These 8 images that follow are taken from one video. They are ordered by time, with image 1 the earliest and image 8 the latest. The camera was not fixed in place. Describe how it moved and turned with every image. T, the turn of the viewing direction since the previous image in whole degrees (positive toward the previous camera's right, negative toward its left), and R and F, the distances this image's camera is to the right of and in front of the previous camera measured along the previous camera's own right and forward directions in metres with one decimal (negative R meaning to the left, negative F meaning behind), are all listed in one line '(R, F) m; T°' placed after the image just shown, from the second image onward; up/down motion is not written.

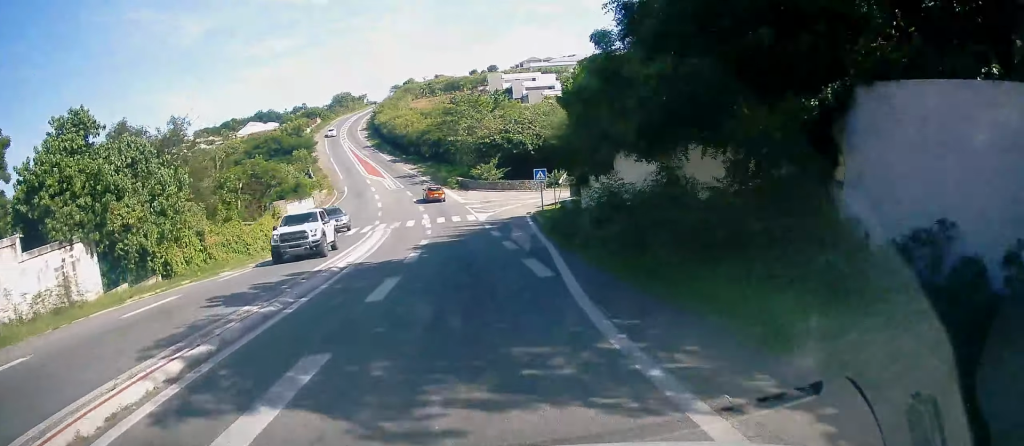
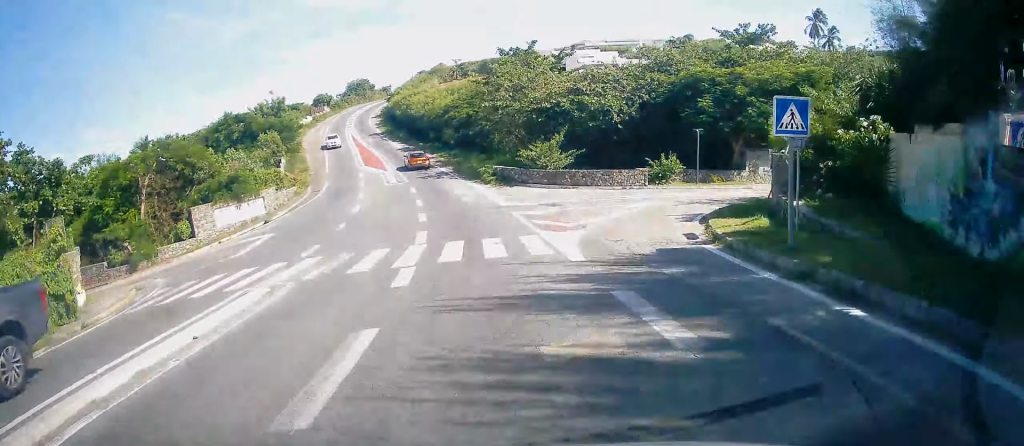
(-2.0, +25.0) m; -5°
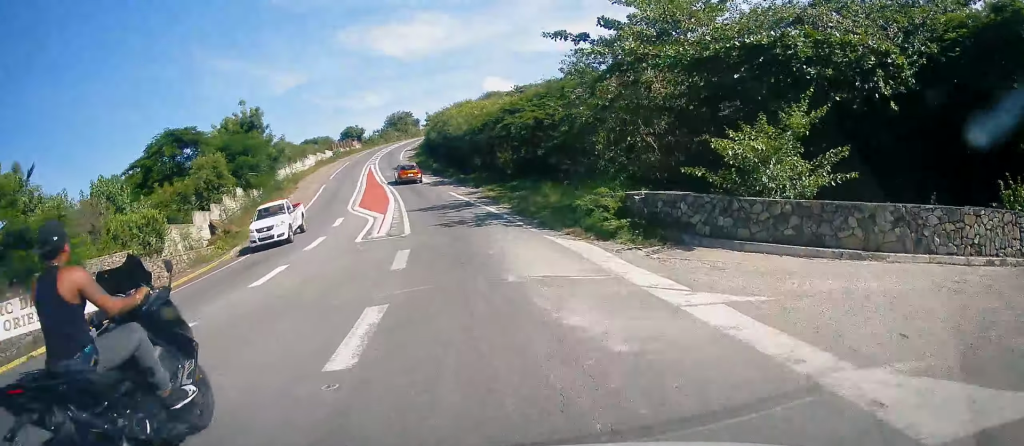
(-0.6, +24.6) m; -5°
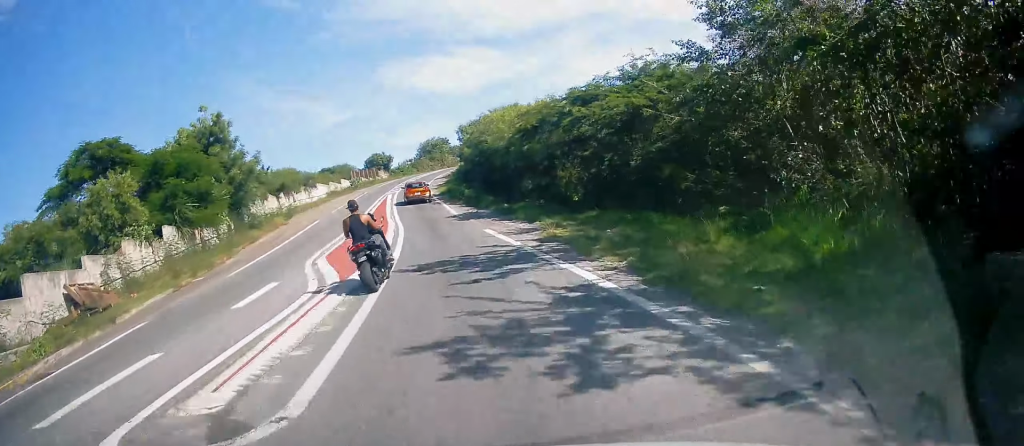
(-0.2, +14.7) m; -1°
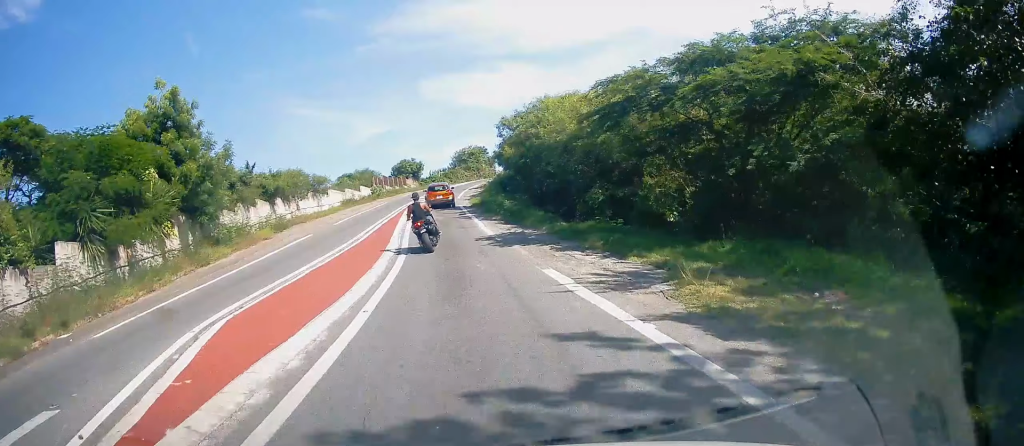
(0.0, +9.7) m; -3°
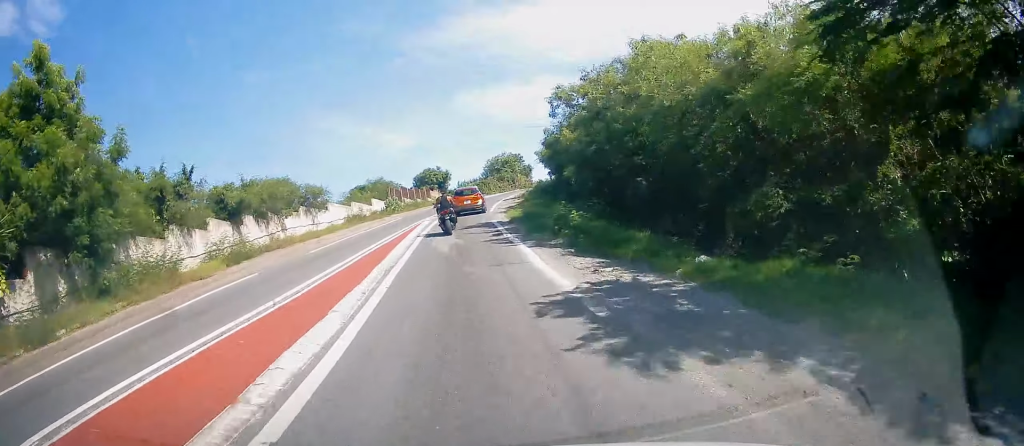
(-0.4, +11.5) m; -4°
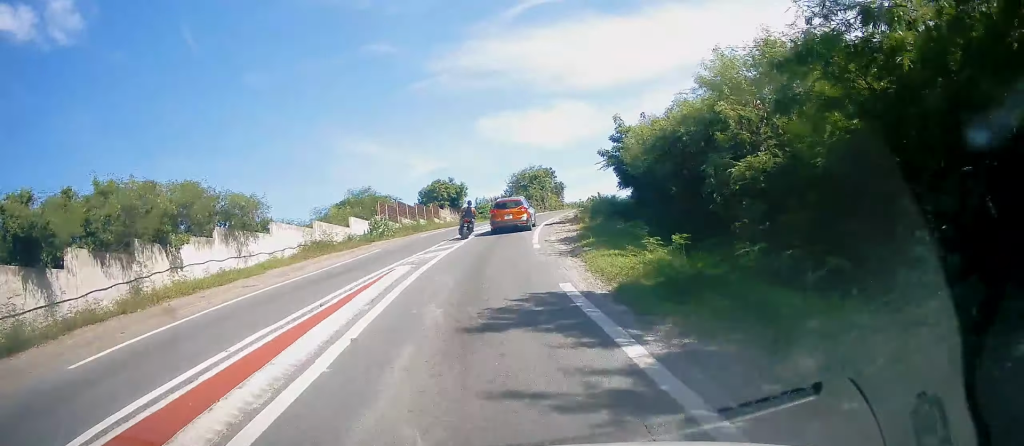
(-0.7, +16.7) m; -2°
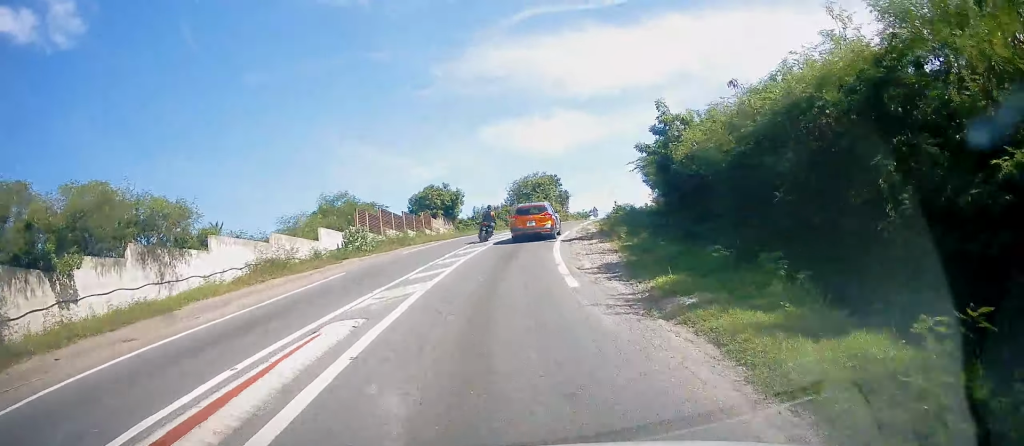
(+0.2, +7.1) m; +1°
